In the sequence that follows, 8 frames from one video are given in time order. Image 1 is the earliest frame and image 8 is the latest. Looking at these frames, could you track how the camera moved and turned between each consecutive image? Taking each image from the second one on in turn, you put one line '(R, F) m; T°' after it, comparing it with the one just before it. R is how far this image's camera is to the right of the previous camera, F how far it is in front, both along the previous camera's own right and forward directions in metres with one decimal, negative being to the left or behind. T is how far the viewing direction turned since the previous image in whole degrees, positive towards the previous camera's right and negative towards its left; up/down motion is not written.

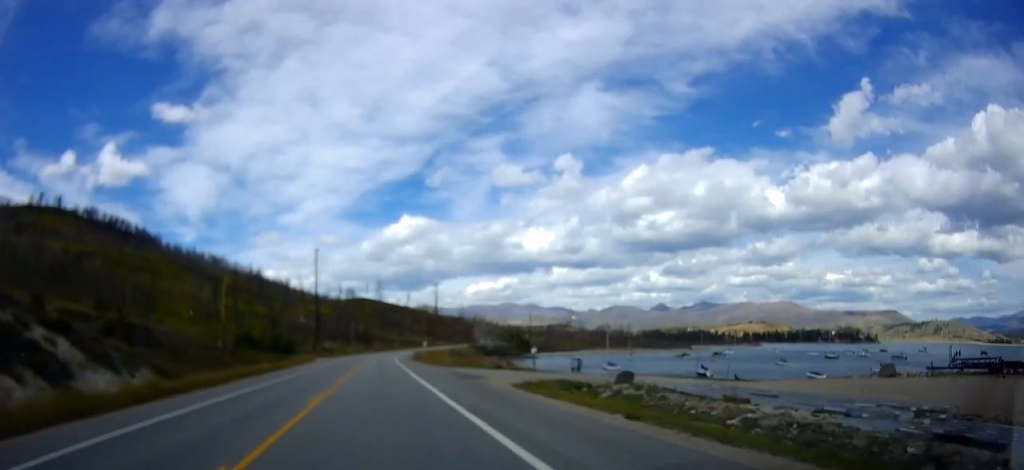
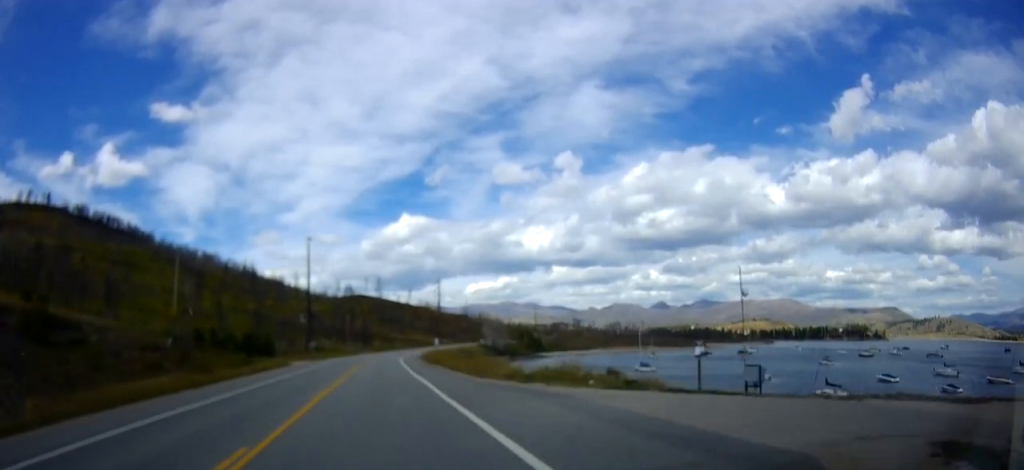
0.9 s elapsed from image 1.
(-0.4, +23.2) m; 0°
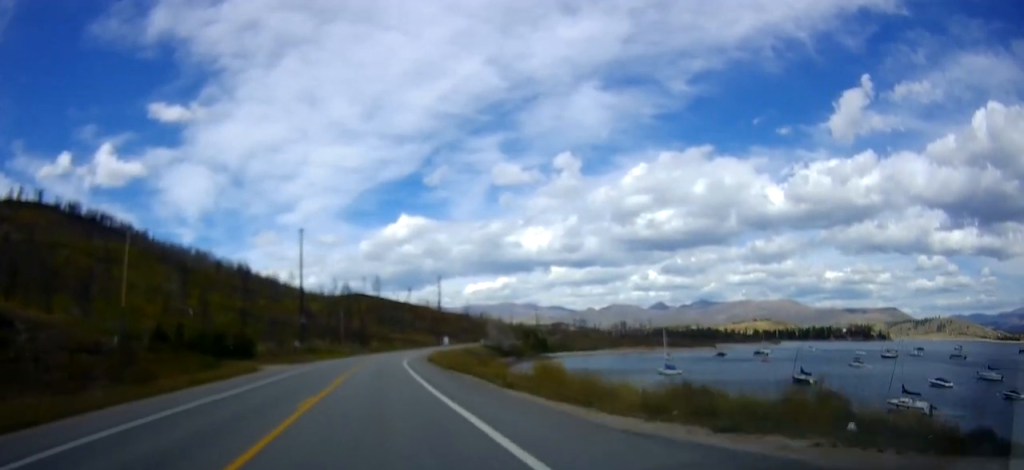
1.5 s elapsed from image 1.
(+0.2, +15.6) m; 0°
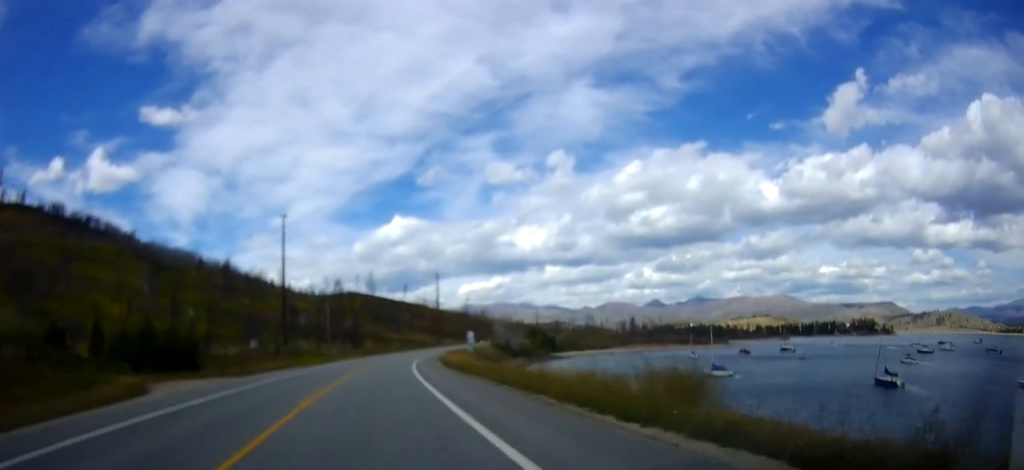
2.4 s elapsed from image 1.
(0.0, +23.7) m; +1°
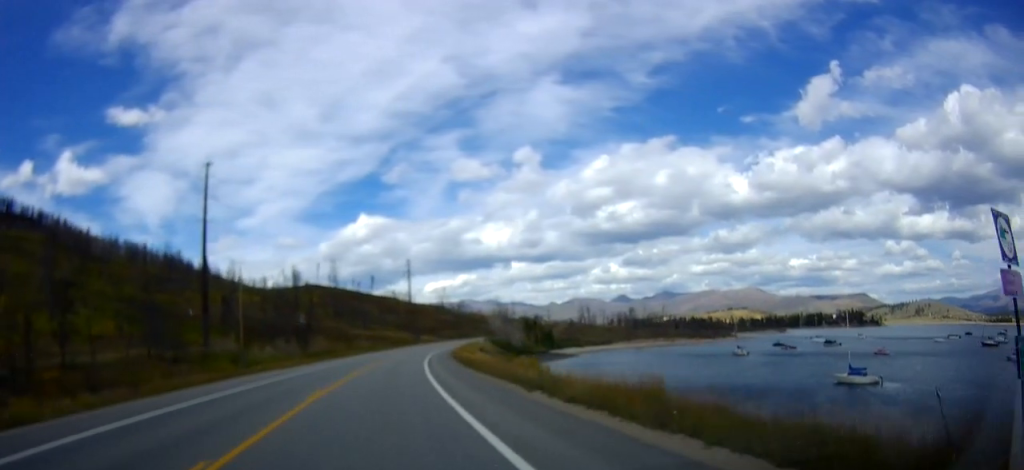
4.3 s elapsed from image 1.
(+0.9, +48.6) m; +2°
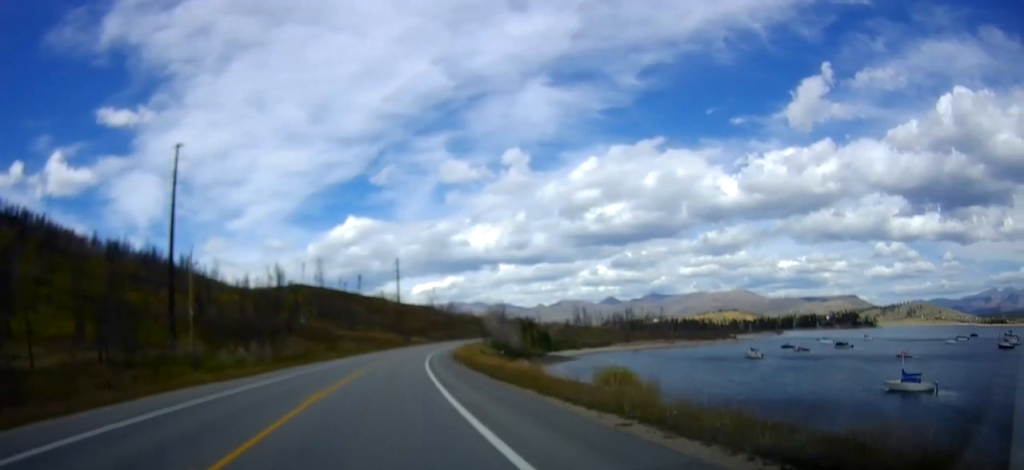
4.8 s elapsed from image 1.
(-0.2, +13.2) m; 0°
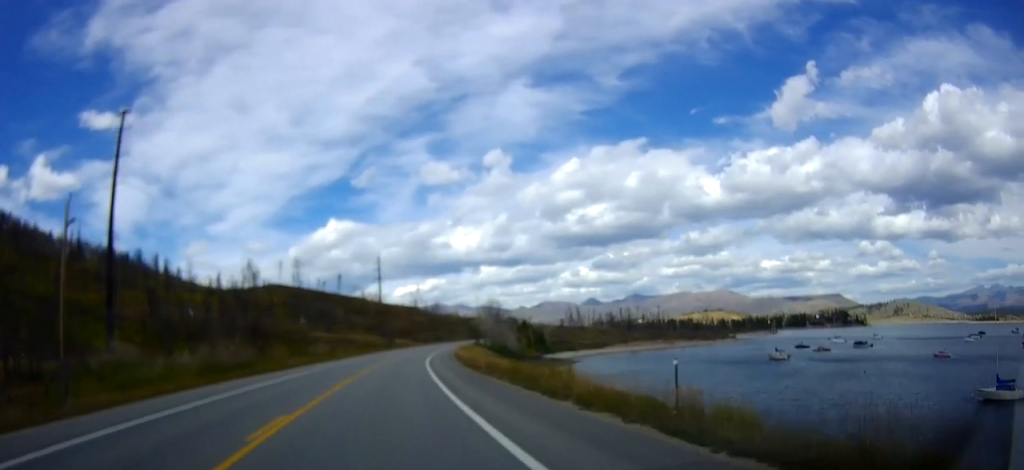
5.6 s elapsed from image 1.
(+0.5, +19.0) m; +1°
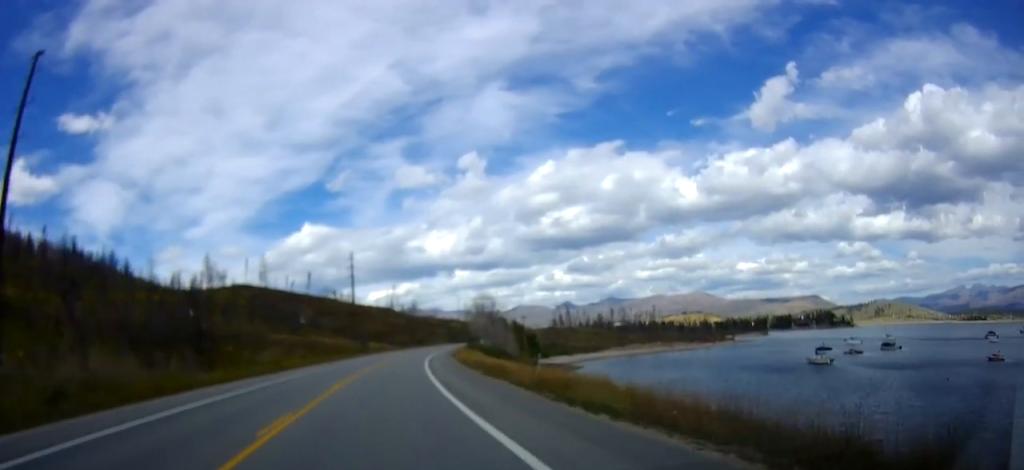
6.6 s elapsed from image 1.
(0.0, +24.4) m; +2°
